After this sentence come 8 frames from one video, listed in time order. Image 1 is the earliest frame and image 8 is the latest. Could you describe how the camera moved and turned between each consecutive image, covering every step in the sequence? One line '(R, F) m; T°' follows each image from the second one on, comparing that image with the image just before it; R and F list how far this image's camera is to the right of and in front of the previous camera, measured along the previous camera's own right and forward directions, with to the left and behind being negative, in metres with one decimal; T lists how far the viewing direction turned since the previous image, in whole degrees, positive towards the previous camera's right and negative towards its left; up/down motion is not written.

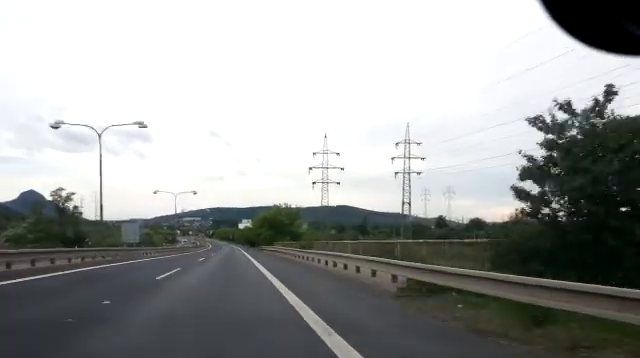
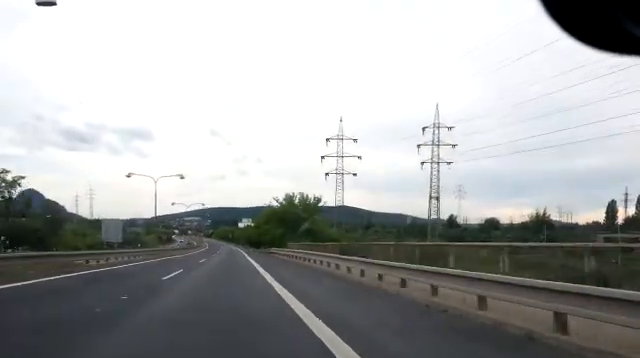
(-0.1, +16.4) m; 0°
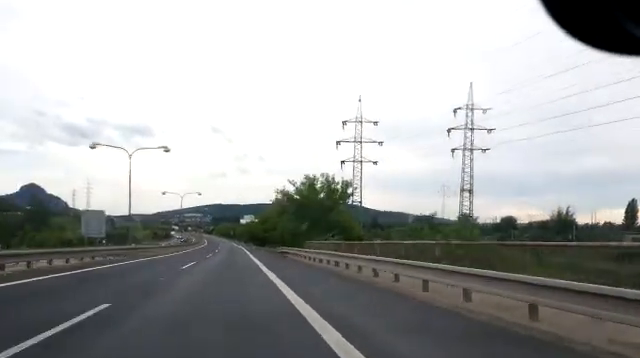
(-0.2, +13.1) m; 0°
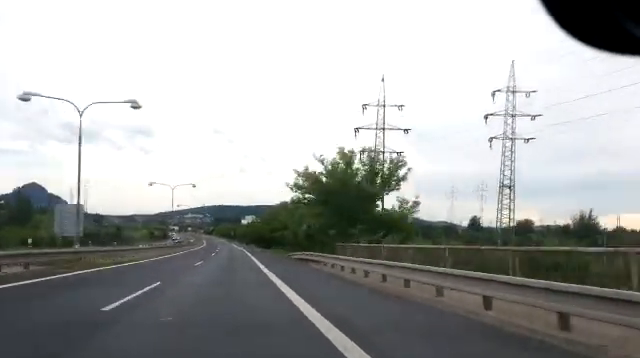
(+0.3, +12.4) m; 0°
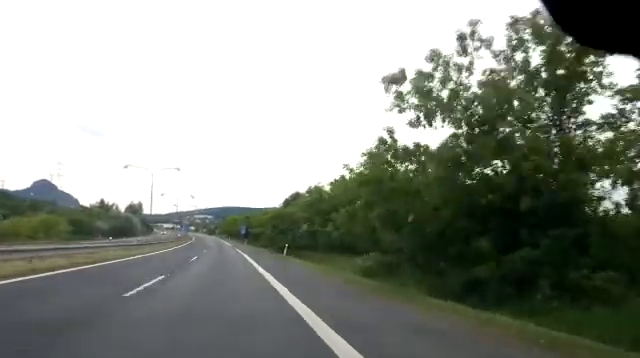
(-1.2, +87.6) m; -1°
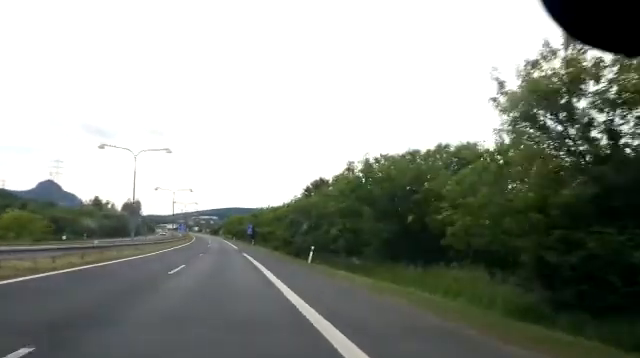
(-0.1, +11.1) m; -1°
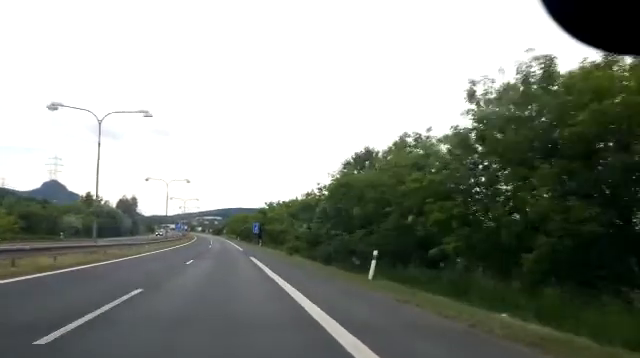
(0.0, +11.9) m; -1°
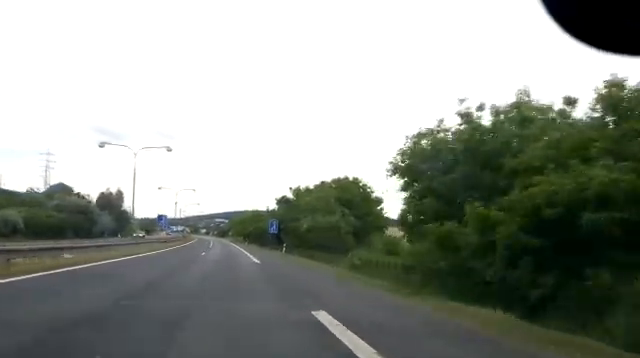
(-0.3, +24.6) m; -1°
